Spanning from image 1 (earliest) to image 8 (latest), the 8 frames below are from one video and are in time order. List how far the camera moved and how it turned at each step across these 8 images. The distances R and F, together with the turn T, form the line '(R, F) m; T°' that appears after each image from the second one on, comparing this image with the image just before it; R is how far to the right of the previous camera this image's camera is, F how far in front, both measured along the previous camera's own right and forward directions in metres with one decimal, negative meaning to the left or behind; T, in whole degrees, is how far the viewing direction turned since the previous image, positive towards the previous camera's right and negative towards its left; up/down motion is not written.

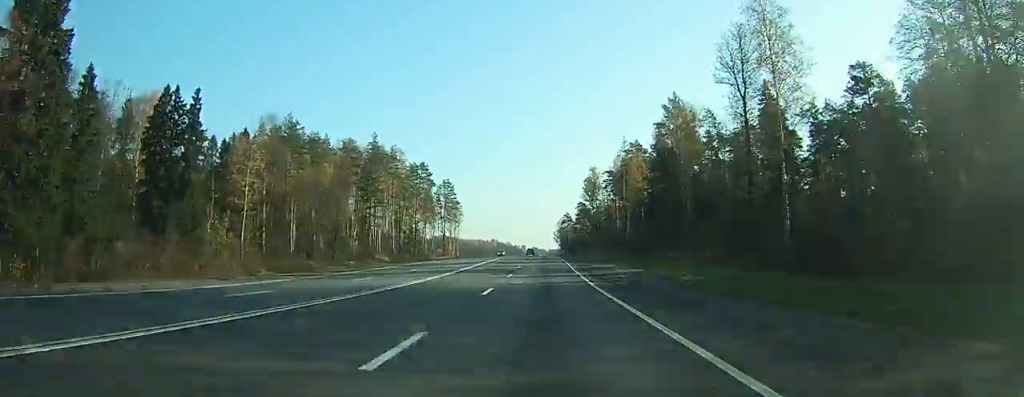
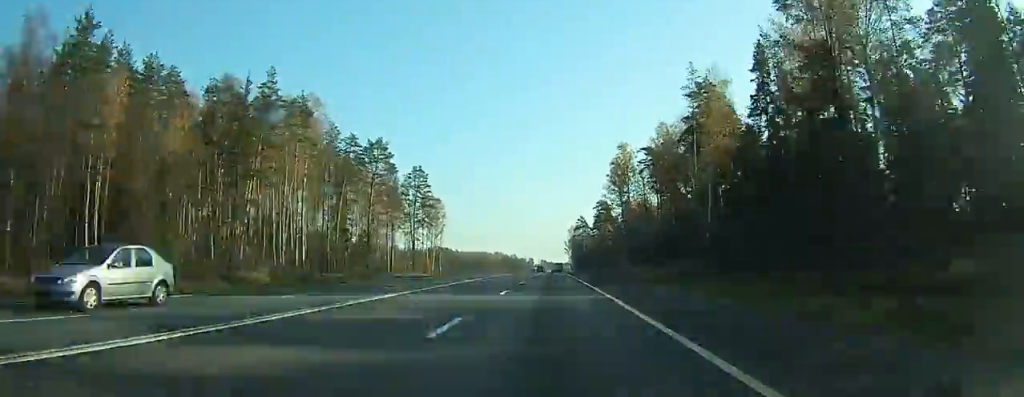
(+0.1, +56.9) m; 0°
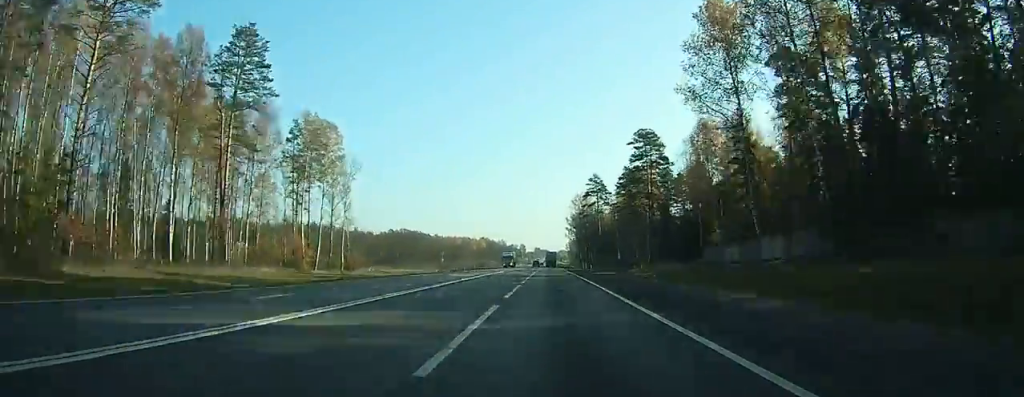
(+0.3, +88.1) m; +1°
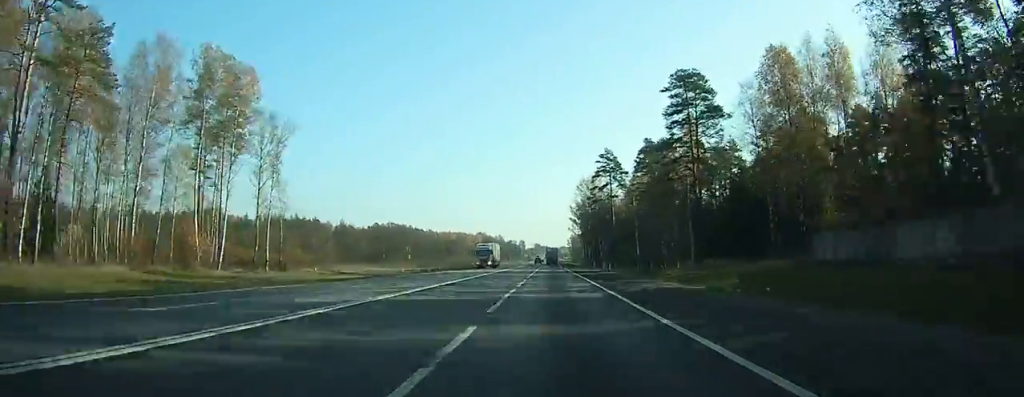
(+0.1, +29.1) m; 0°
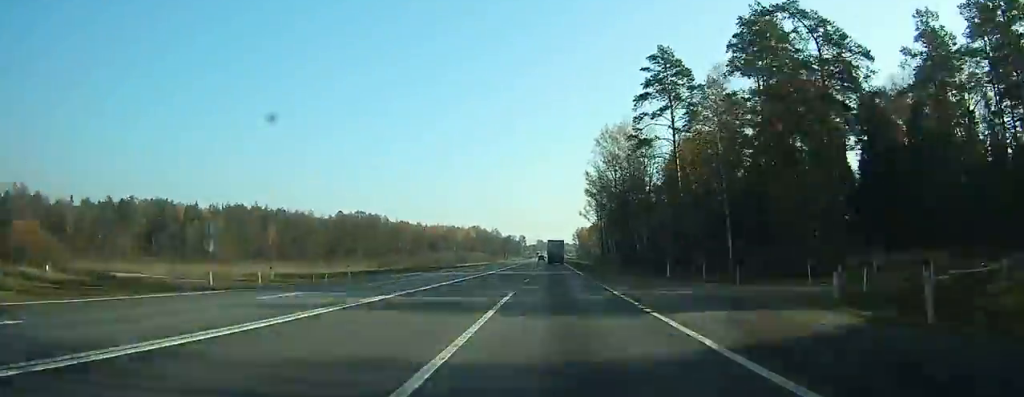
(+0.1, +55.2) m; 0°
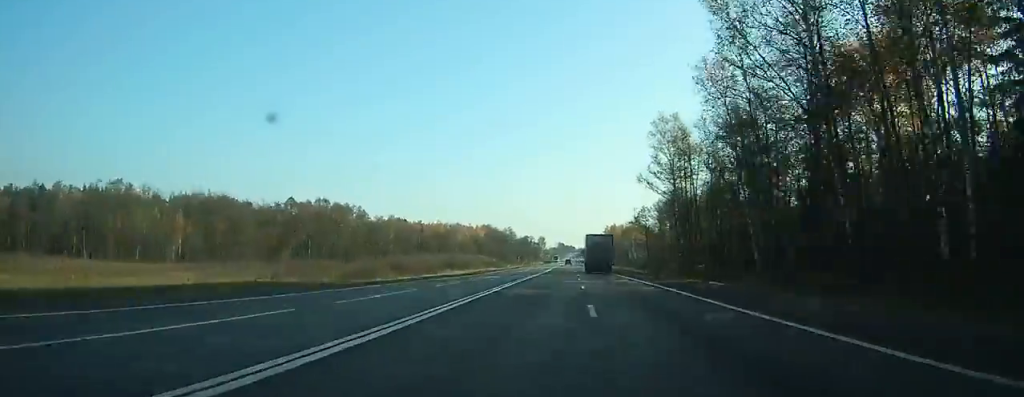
(-0.9, +64.4) m; -1°
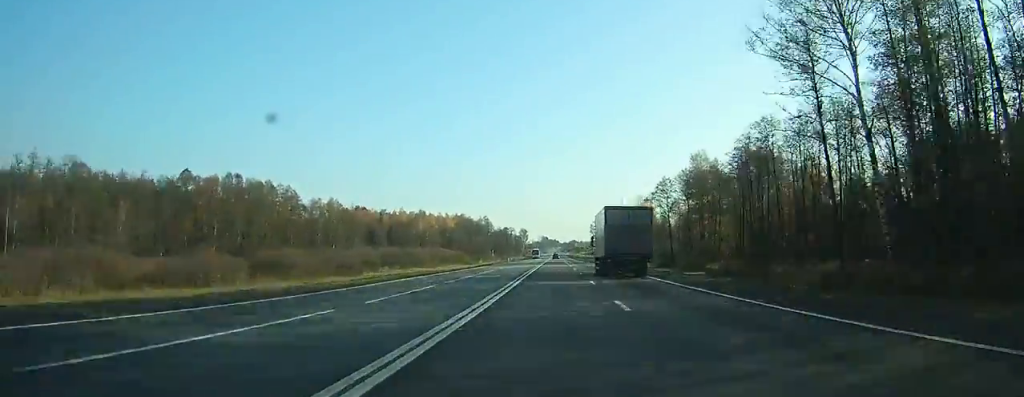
(-0.1, +47.2) m; 0°
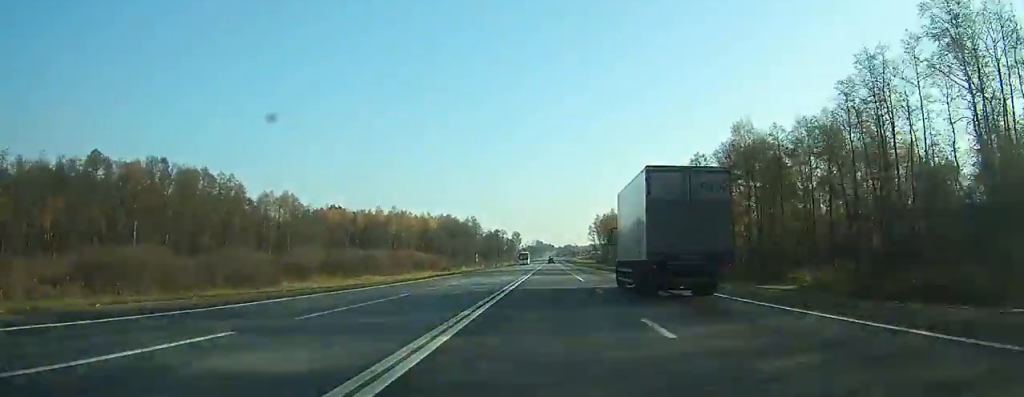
(+0.1, +29.1) m; 0°
